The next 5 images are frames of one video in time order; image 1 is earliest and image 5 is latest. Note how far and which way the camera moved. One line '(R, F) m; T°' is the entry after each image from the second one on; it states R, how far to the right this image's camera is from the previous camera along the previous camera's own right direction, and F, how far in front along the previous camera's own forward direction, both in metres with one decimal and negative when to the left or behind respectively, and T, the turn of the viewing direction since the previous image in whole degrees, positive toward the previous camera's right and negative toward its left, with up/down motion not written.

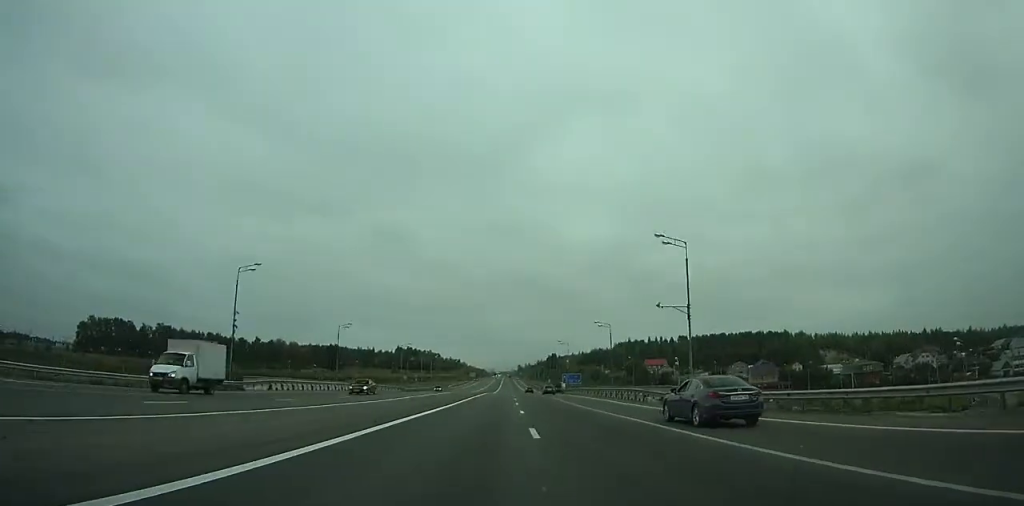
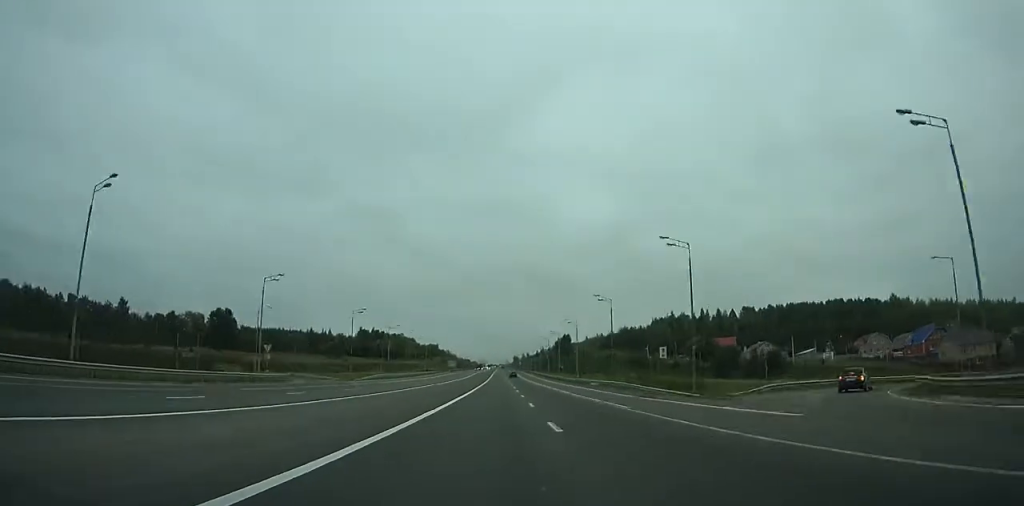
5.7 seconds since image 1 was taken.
(+1.0, +127.1) m; +1°
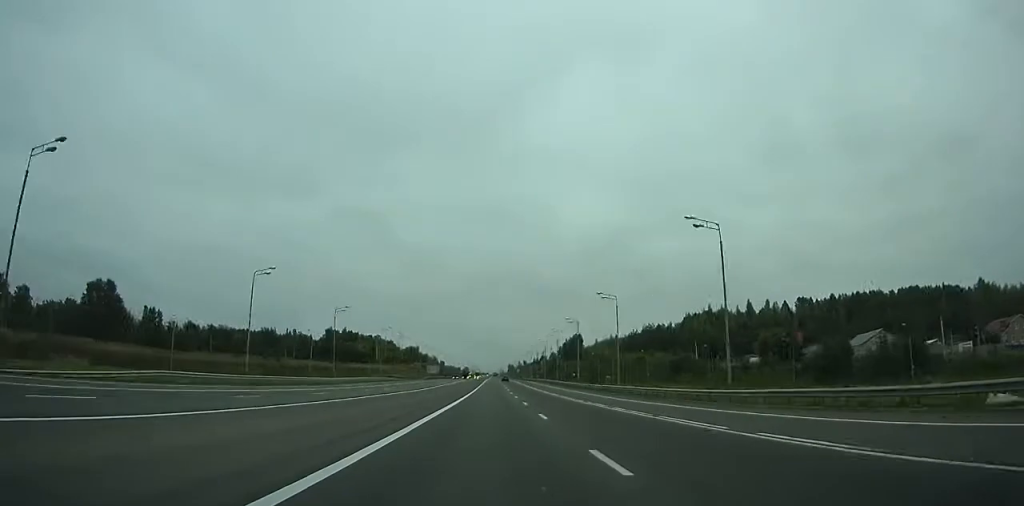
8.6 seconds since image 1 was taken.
(+0.1, +65.9) m; 0°
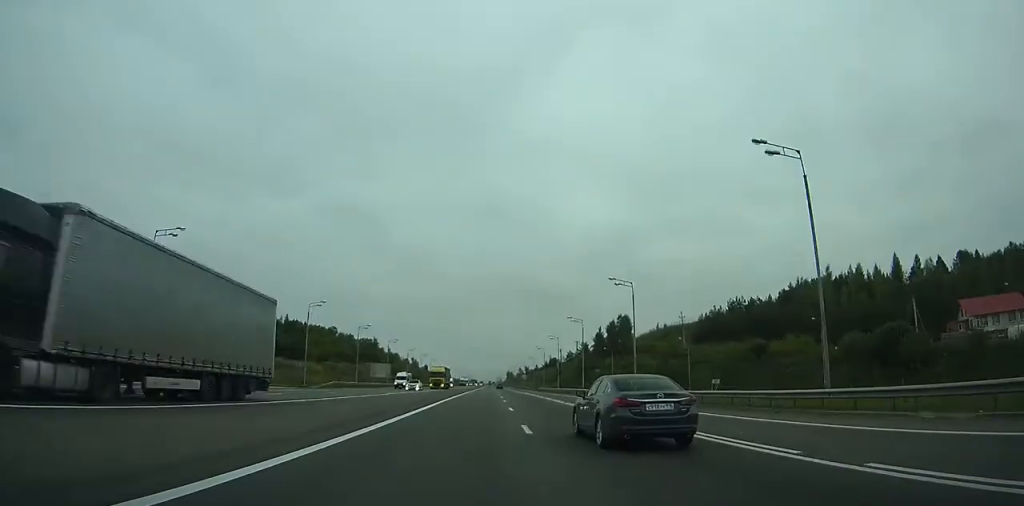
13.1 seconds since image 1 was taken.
(+0.4, +101.6) m; +1°
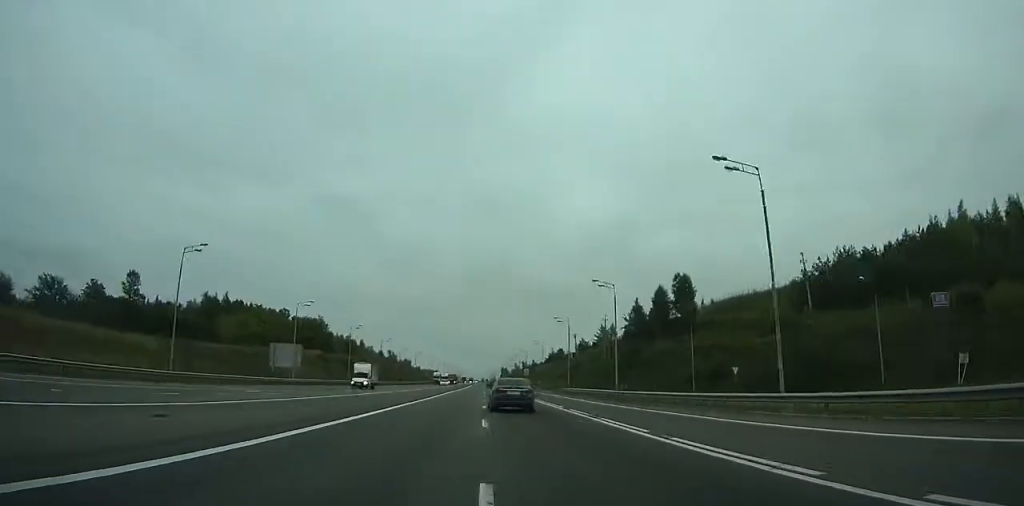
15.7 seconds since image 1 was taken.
(+0.2, +58.4) m; 0°
